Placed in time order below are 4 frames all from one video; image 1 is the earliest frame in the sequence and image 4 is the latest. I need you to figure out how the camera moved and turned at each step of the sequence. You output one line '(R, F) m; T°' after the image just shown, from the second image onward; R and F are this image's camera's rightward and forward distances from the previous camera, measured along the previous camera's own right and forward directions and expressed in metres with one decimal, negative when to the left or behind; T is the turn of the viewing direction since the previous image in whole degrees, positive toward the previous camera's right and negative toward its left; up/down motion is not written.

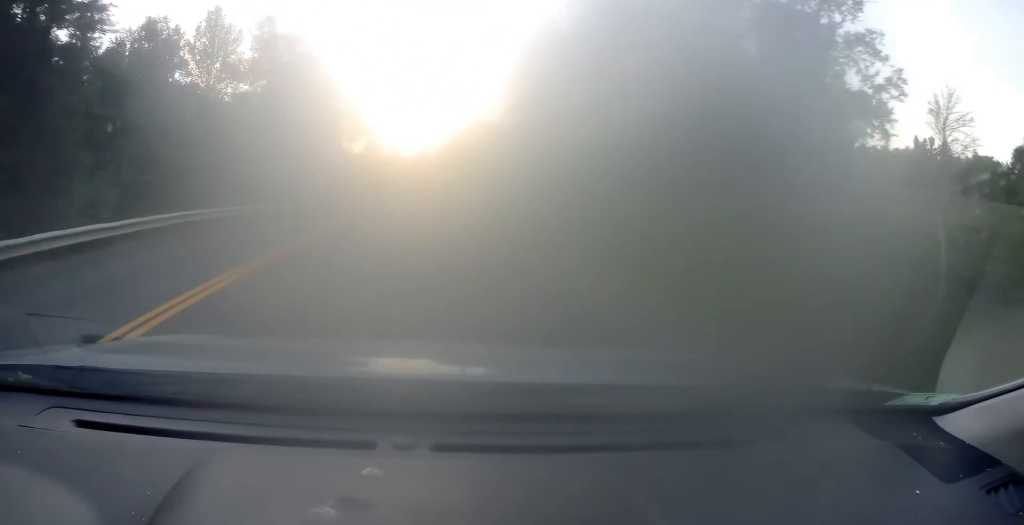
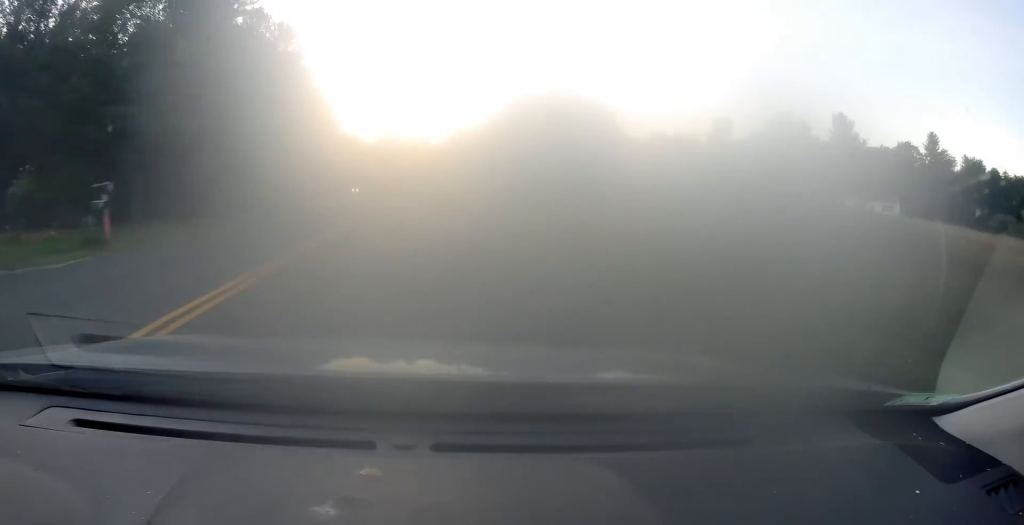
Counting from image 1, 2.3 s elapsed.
(-0.9, +58.1) m; -3°
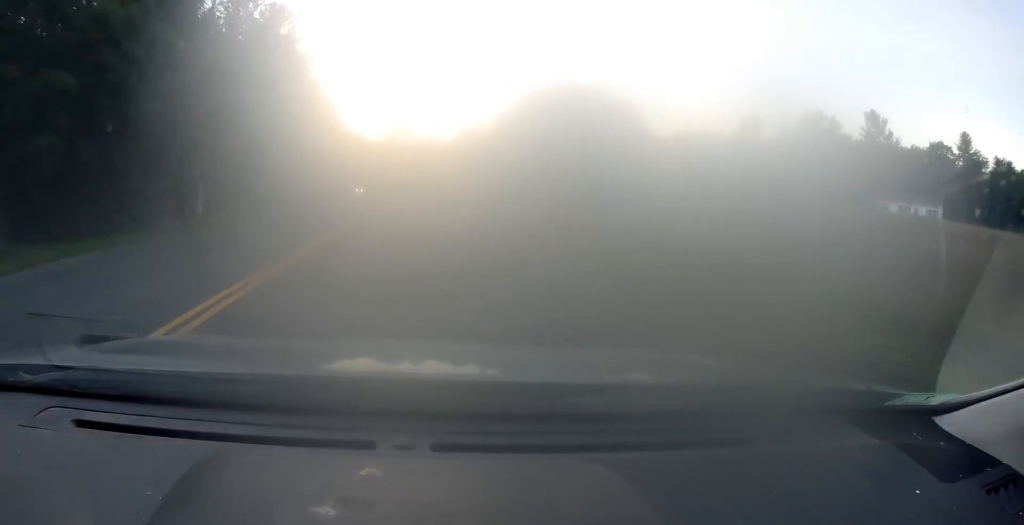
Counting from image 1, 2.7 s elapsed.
(-0.1, +10.7) m; -1°
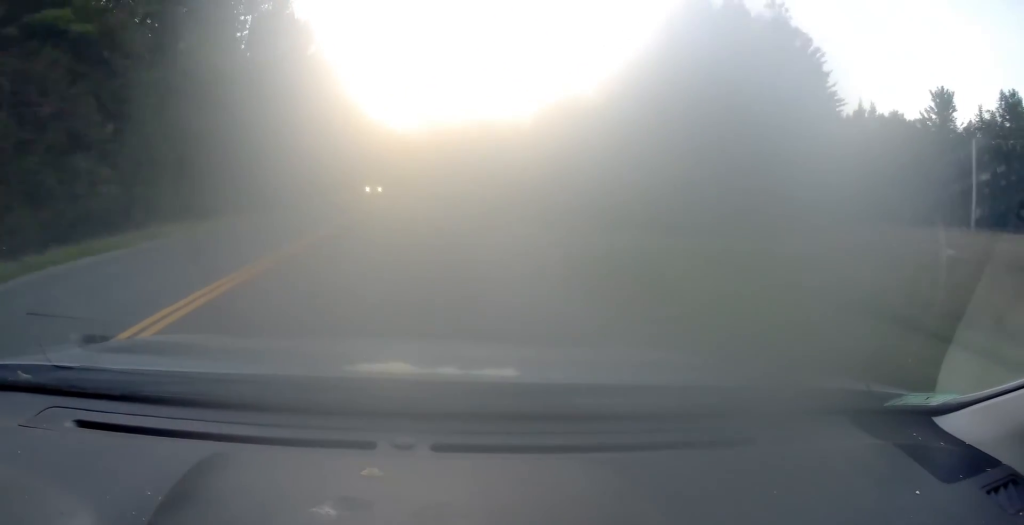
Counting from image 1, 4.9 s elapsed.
(-2.3, +53.6) m; -5°
